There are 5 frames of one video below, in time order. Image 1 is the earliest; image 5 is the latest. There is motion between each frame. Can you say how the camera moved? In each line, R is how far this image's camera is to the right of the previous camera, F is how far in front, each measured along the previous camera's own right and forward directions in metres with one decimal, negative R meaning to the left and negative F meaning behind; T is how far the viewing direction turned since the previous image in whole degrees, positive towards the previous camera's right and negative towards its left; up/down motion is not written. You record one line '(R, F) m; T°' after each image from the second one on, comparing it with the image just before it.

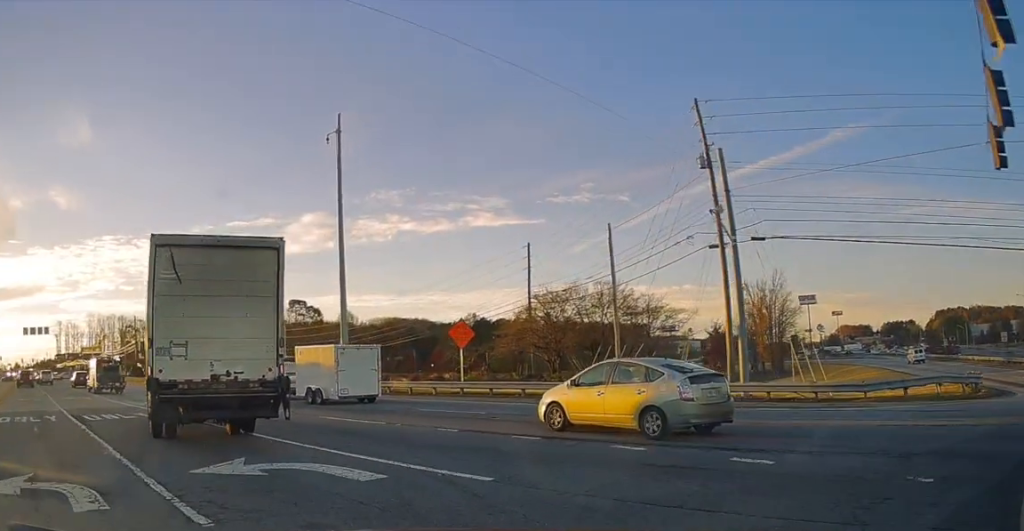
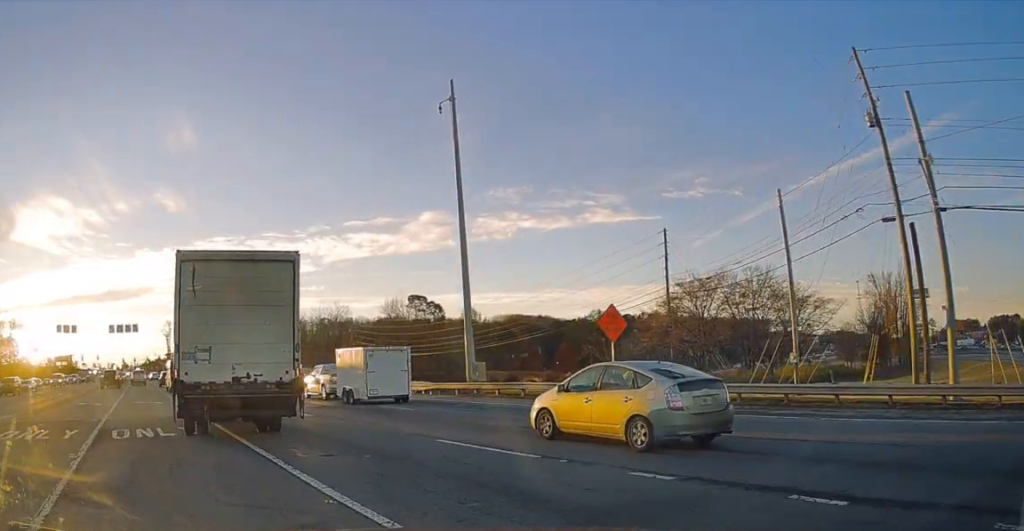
(-1.2, +5.4) m; -12°
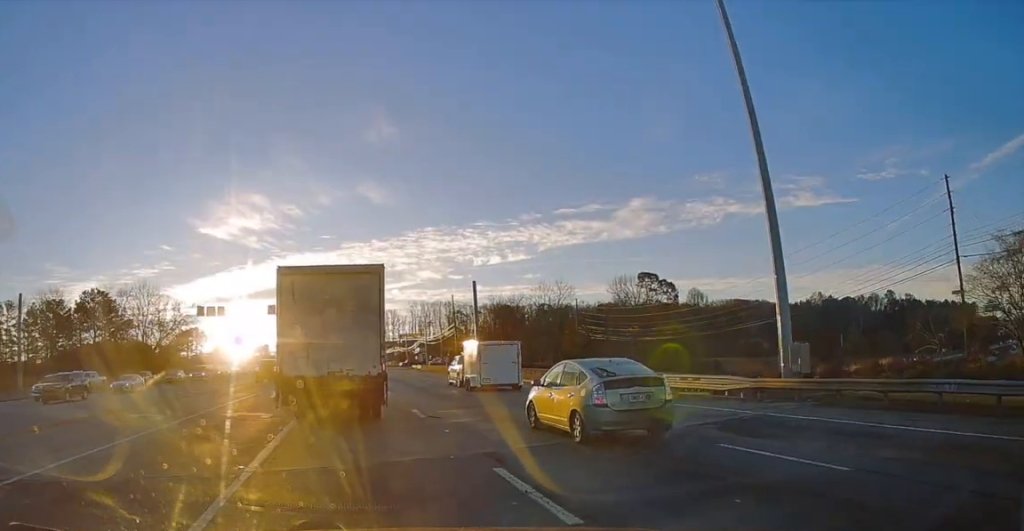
(-2.8, +13.0) m; -24°
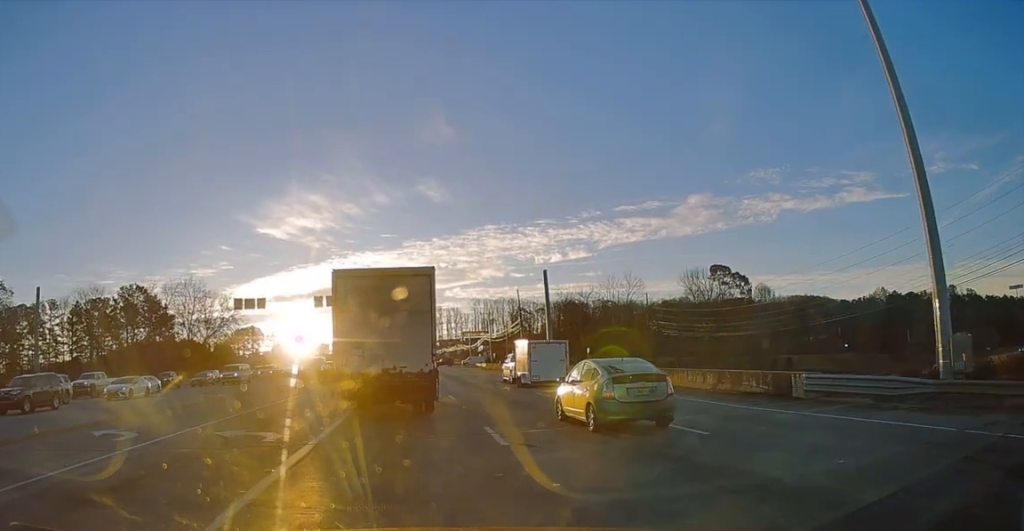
(-0.5, +5.9) m; -8°
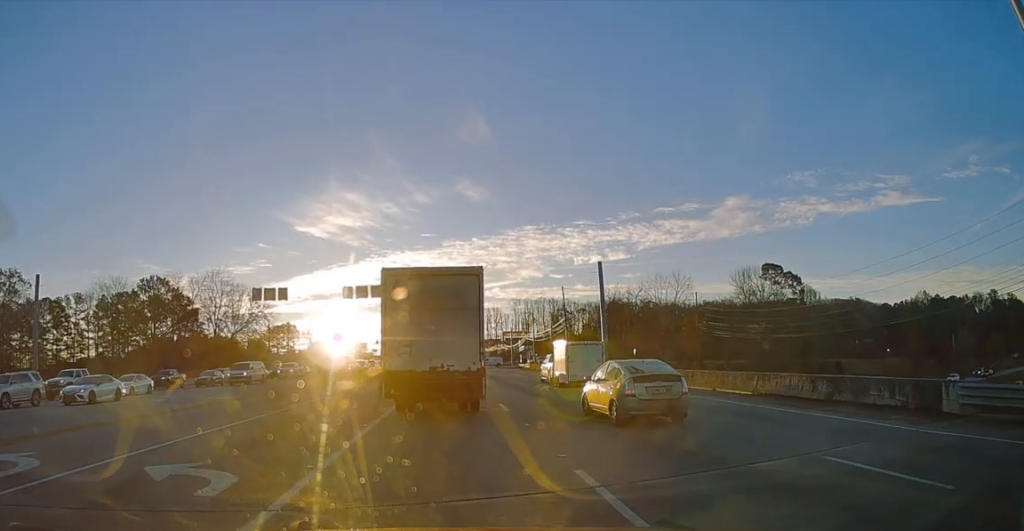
(+0.4, +5.4) m; -6°
